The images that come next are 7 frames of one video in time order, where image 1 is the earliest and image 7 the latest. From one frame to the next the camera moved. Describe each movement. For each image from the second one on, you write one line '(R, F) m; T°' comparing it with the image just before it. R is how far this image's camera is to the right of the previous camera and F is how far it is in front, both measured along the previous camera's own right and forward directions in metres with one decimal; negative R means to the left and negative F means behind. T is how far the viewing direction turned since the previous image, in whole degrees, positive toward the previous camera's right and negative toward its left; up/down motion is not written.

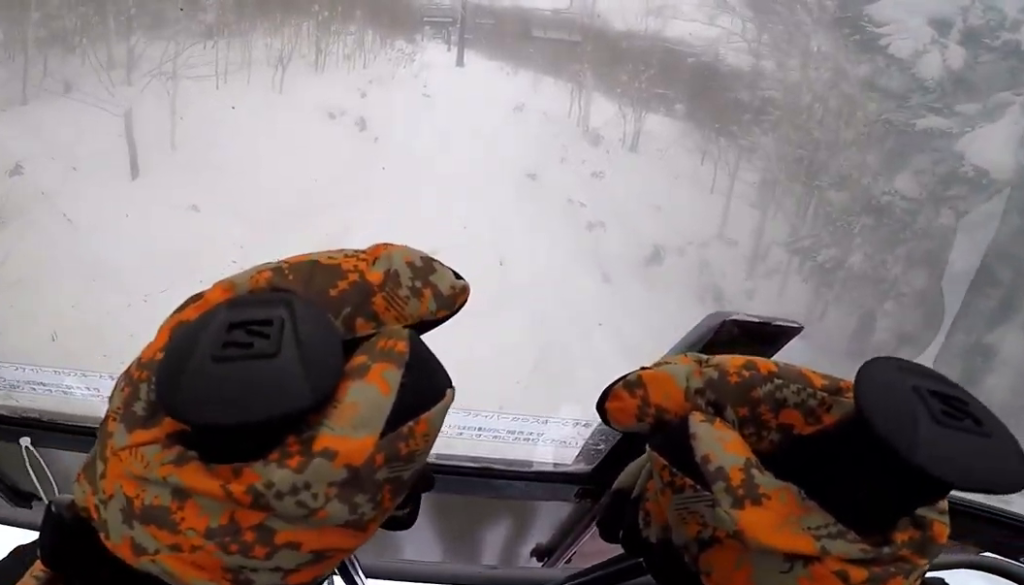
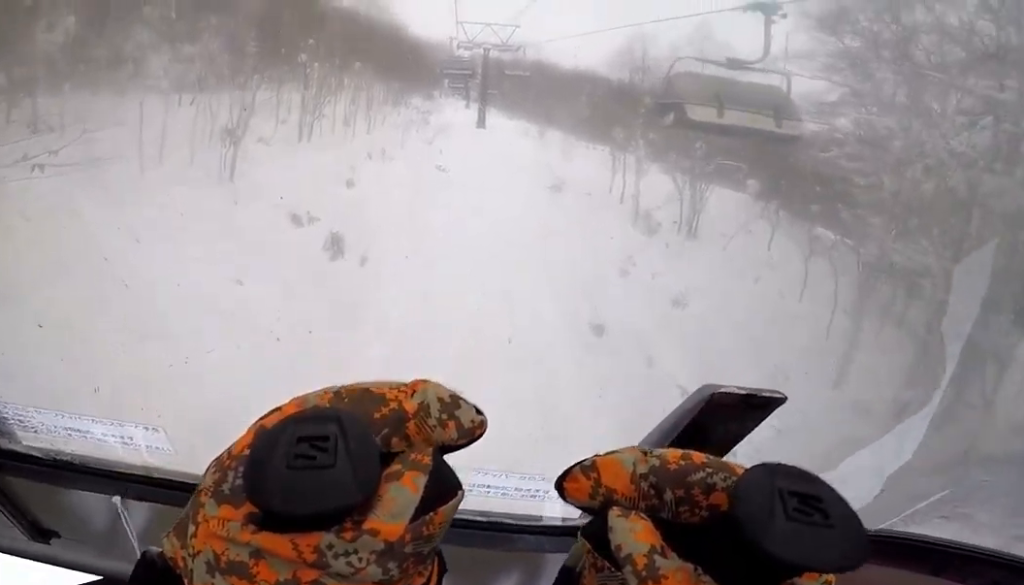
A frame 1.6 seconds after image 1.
(+1.2, +6.5) m; -5°
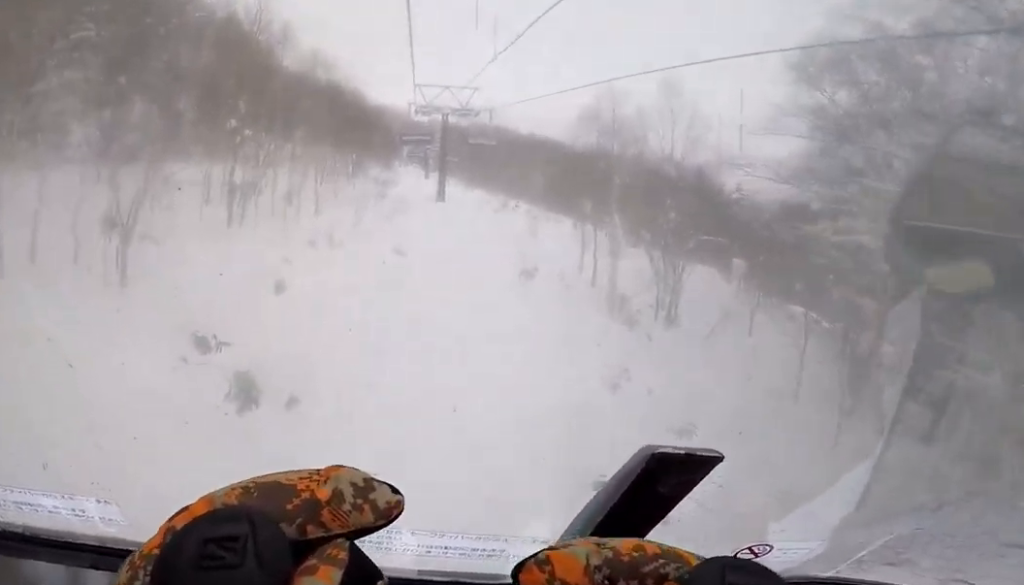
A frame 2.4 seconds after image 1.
(-0.7, +2.8) m; -2°
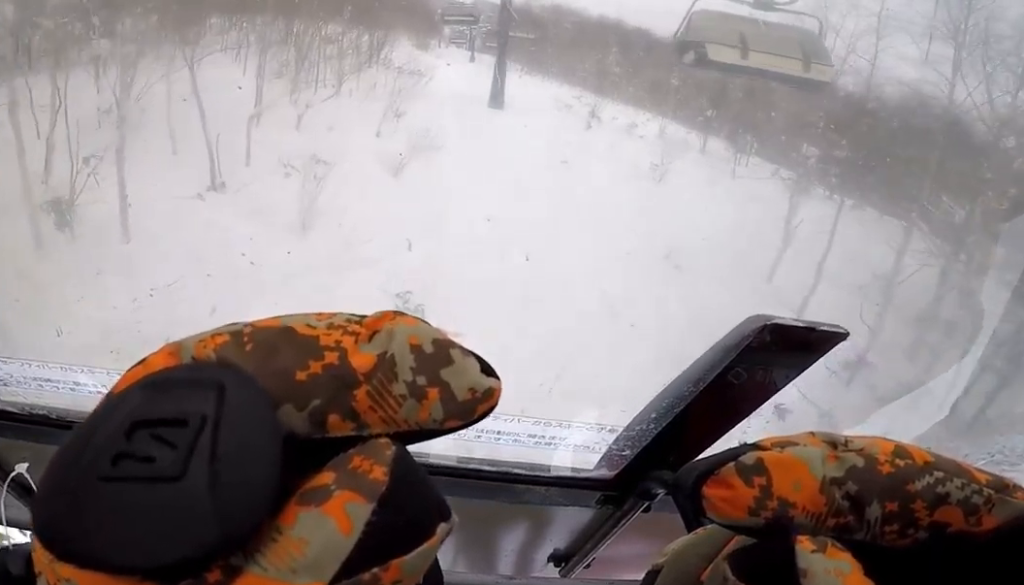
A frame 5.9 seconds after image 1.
(+1.3, +13.9) m; +2°
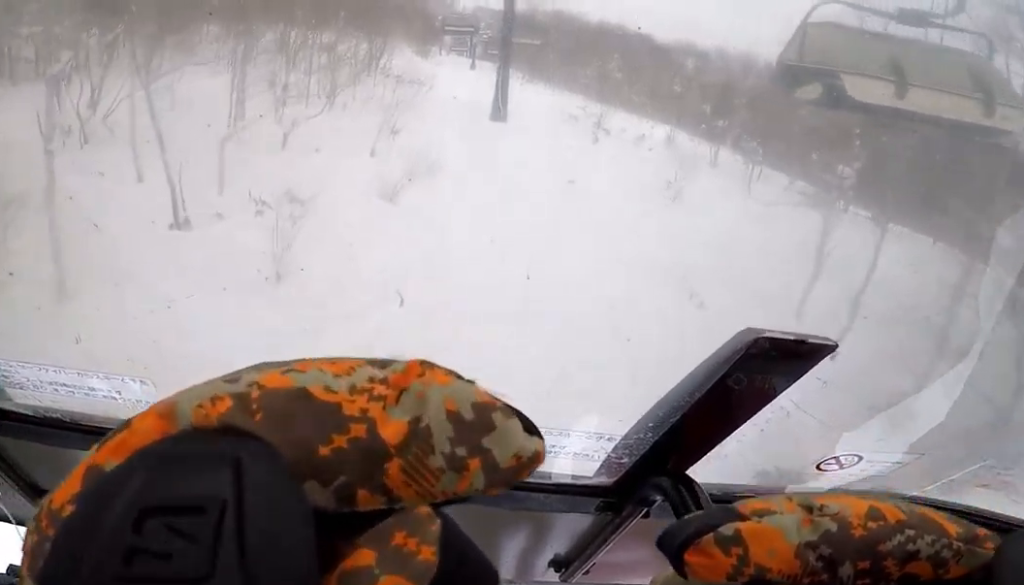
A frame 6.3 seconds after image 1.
(+0.2, +1.5) m; +6°
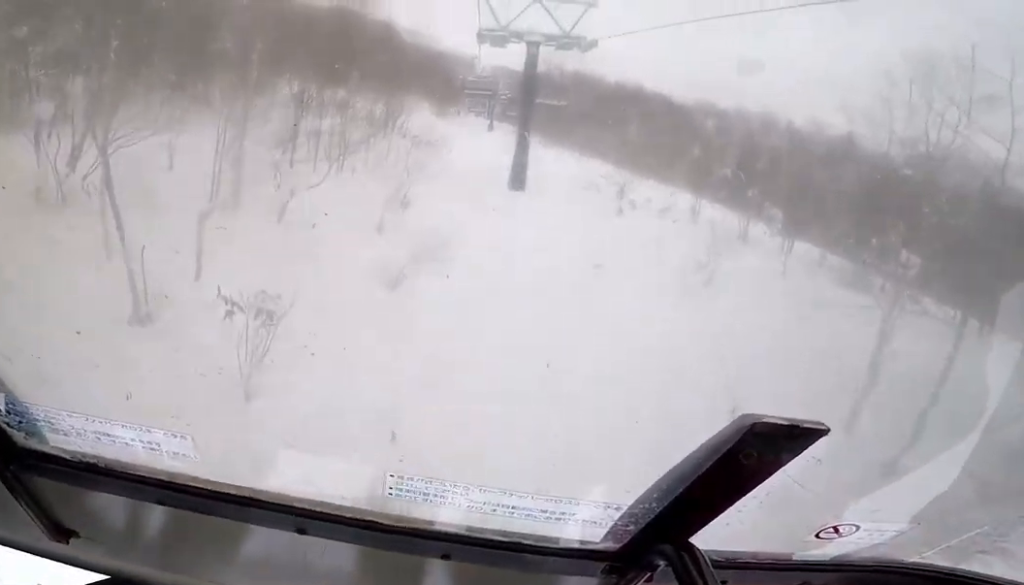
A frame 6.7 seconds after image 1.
(+0.1, +1.7) m; +6°
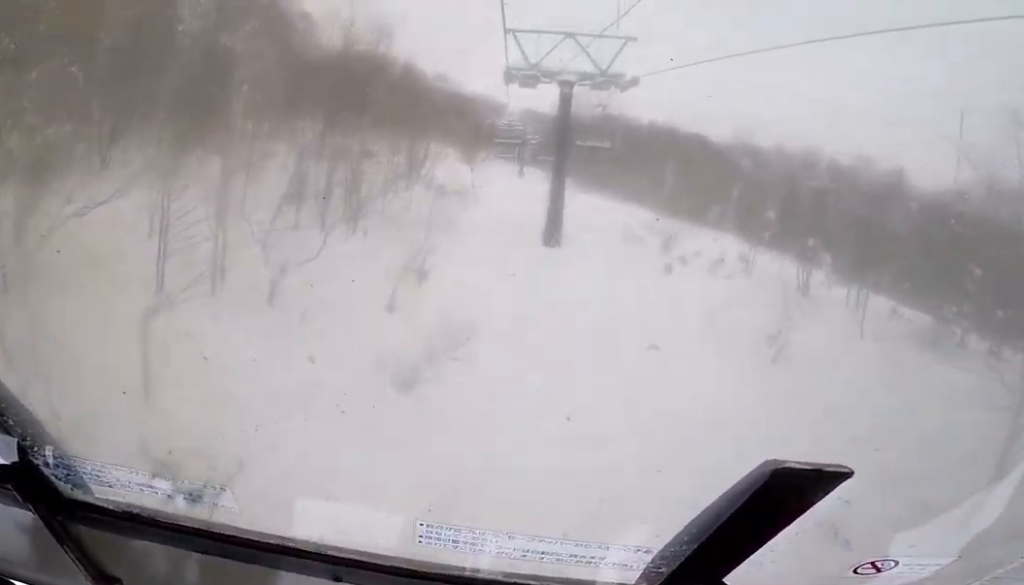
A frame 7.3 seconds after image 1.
(+0.1, +2.4) m; +2°
